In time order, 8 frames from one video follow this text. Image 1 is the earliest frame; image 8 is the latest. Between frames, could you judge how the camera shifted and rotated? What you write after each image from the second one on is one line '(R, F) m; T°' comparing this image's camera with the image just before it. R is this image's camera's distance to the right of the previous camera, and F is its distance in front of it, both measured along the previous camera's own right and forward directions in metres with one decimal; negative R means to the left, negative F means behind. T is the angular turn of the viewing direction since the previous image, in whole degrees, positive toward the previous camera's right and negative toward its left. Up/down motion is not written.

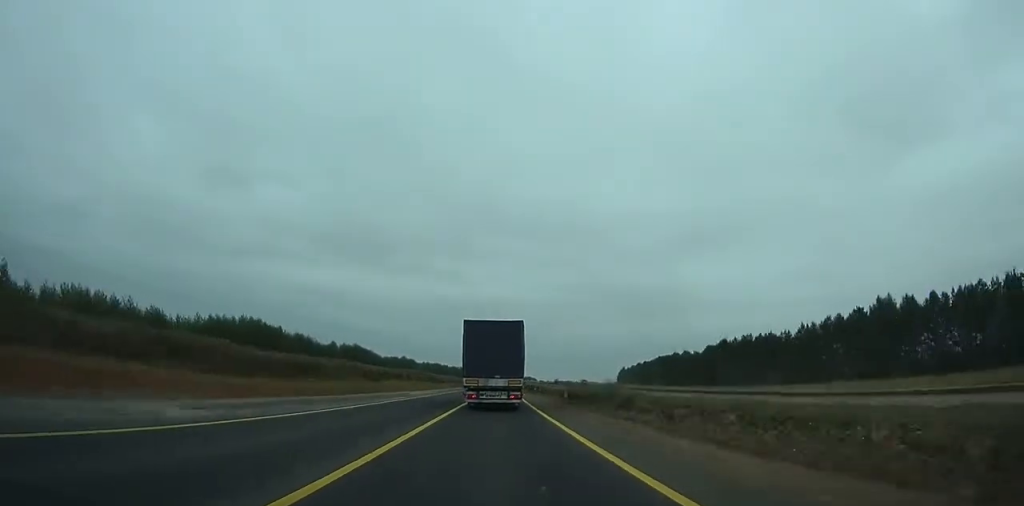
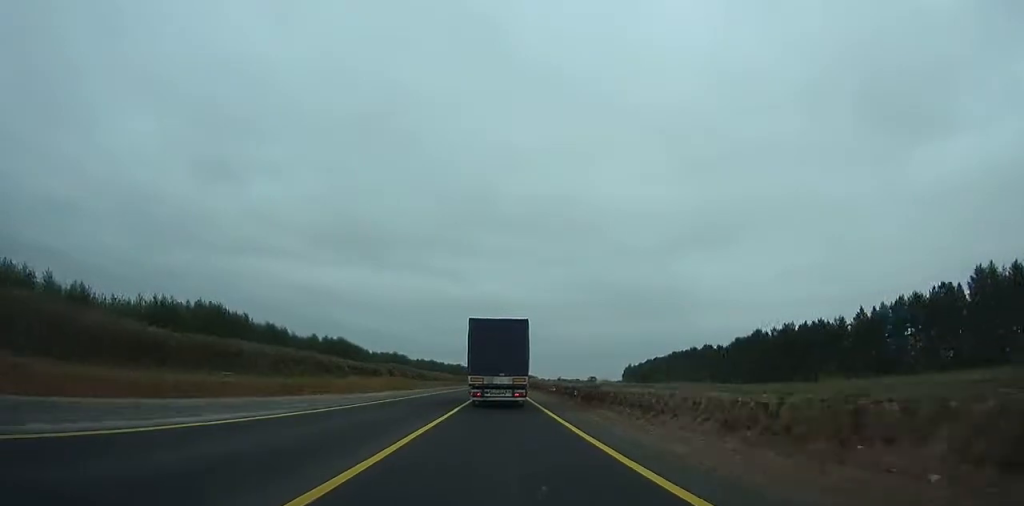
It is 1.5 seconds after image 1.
(+3.7, +28.4) m; -3°
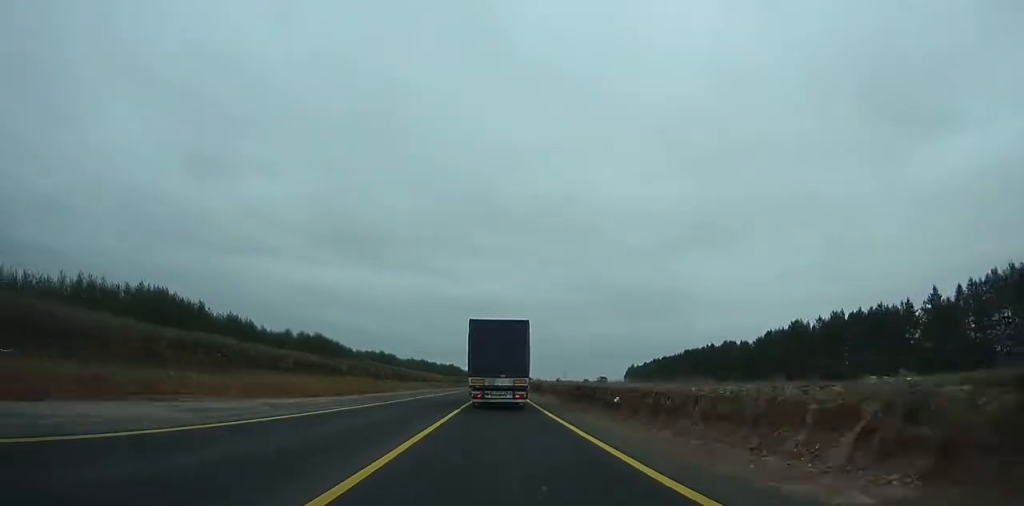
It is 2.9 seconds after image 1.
(-2.4, +26.2) m; -2°
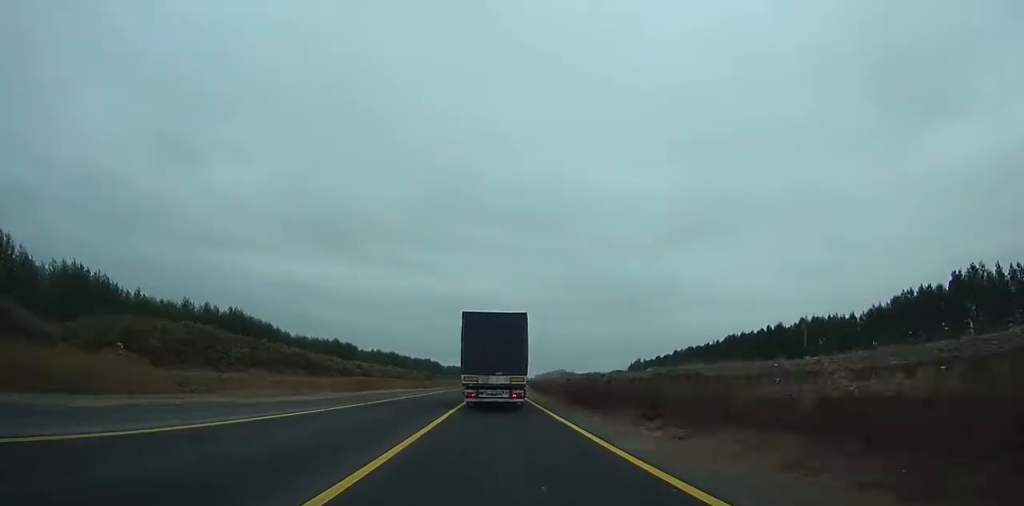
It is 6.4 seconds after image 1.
(-4.7, +65.7) m; 0°
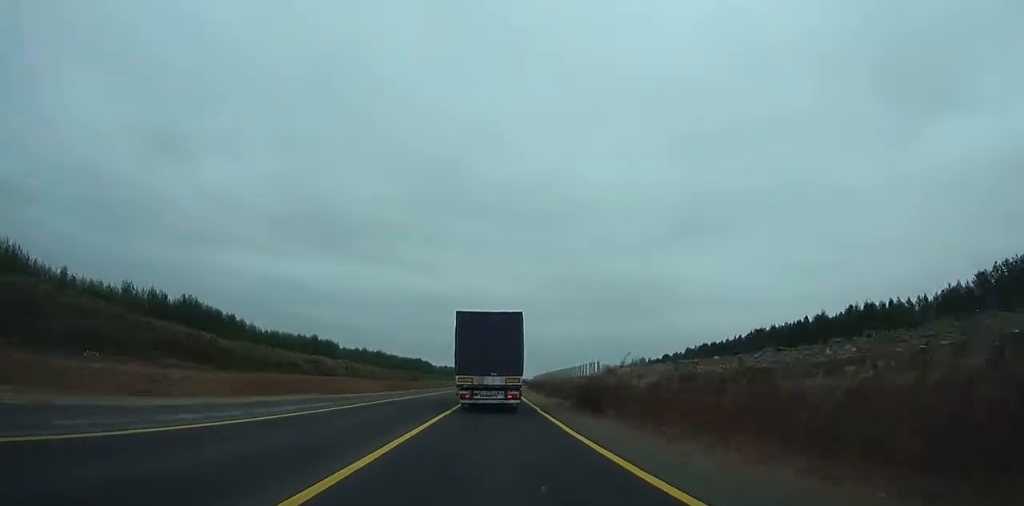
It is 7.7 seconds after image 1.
(+1.1, +24.5) m; +3°
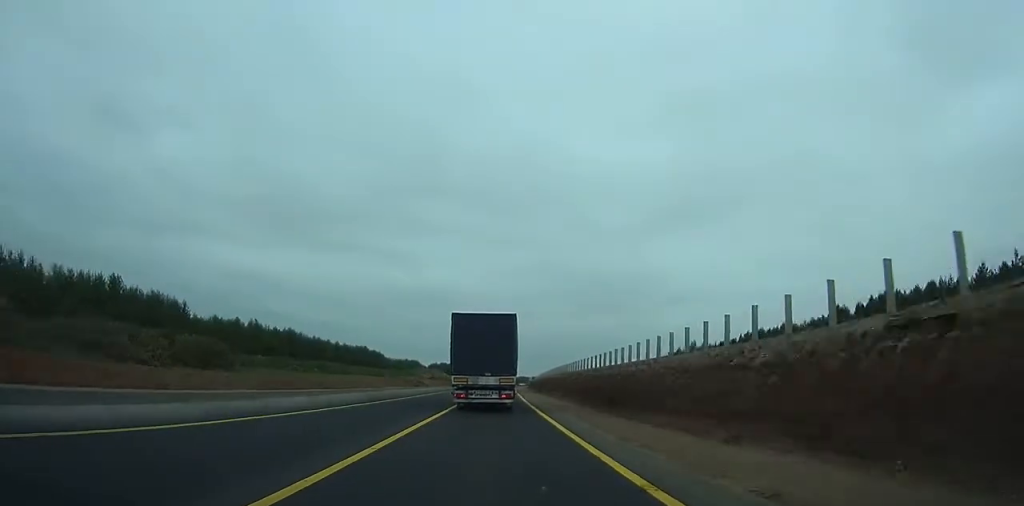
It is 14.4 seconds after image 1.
(+3.7, +124.7) m; +3°
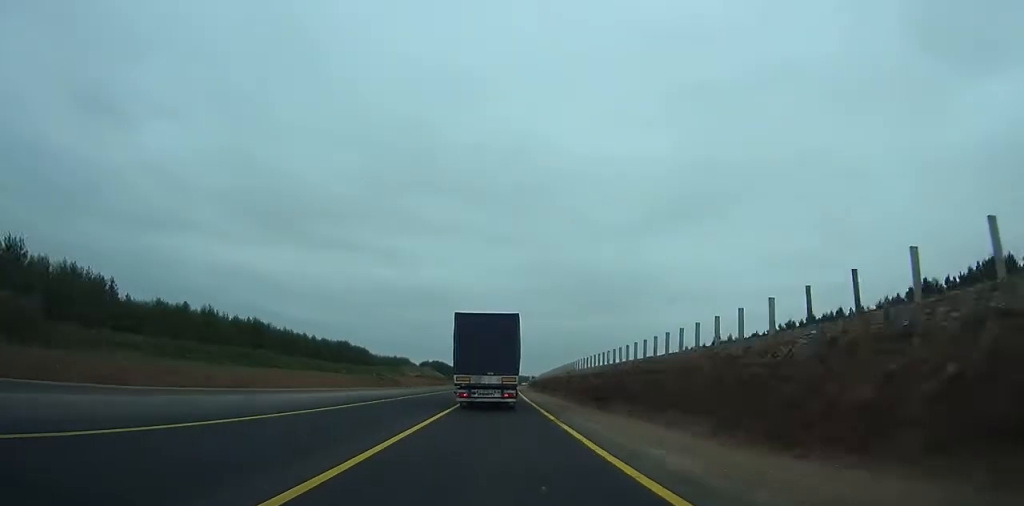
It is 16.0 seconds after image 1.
(+0.2, +29.5) m; +1°
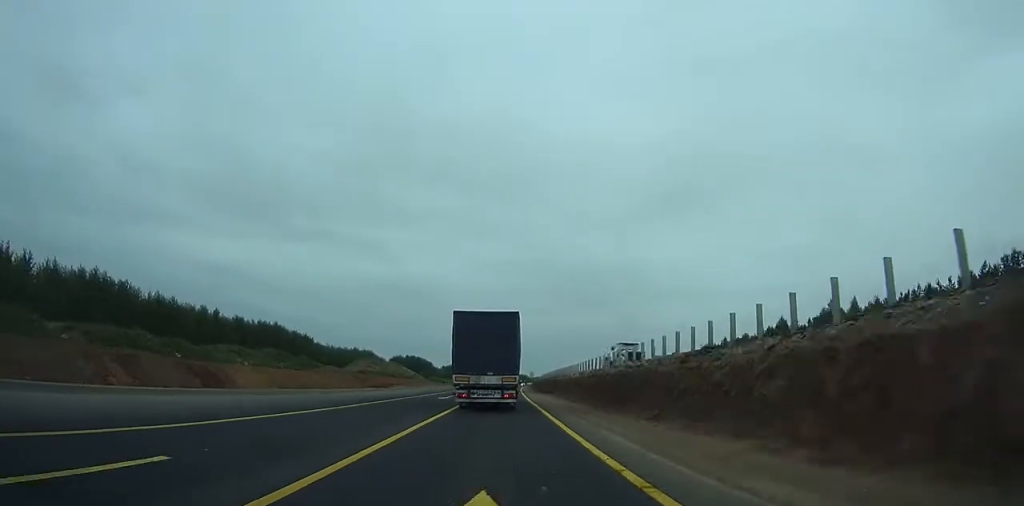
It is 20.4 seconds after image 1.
(+1.0, +80.6) m; +1°
